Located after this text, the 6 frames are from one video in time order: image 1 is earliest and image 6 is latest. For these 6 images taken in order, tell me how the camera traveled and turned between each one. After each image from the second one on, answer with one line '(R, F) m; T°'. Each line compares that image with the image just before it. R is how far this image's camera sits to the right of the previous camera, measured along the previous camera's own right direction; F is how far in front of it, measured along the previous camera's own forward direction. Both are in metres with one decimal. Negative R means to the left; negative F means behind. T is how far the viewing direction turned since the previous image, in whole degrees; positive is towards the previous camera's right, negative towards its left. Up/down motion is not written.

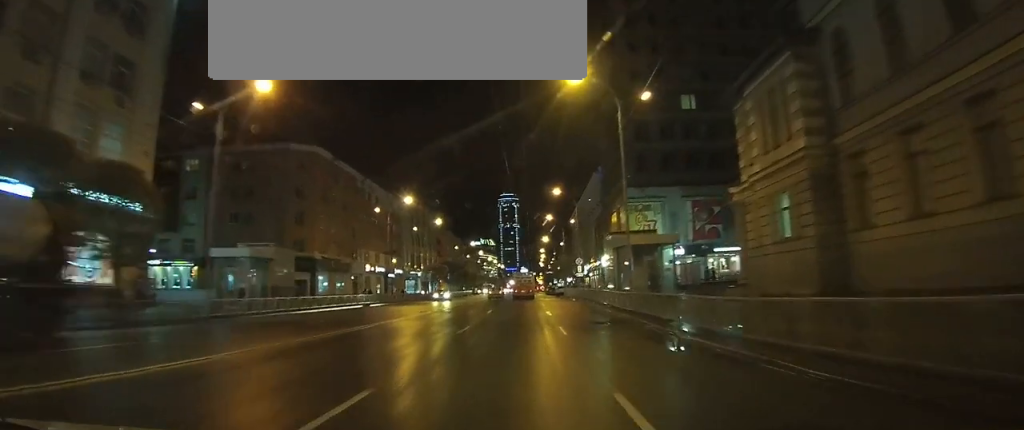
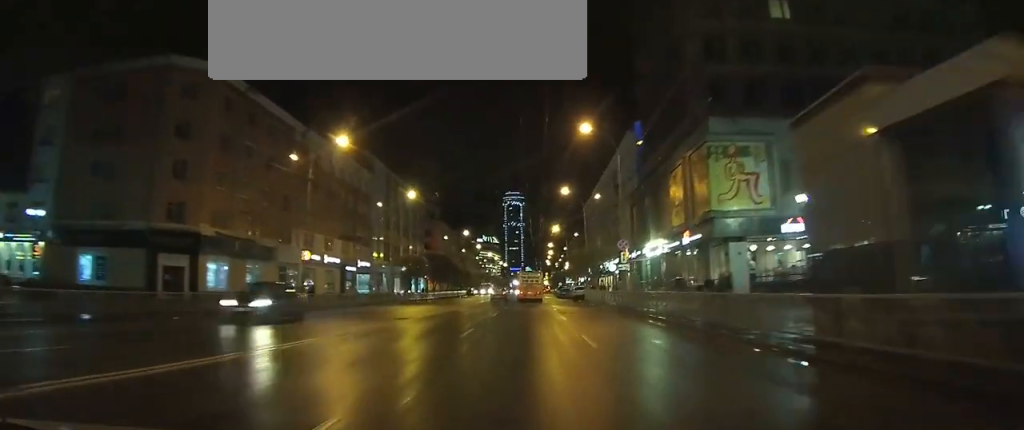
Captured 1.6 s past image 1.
(+0.5, +26.4) m; +2°
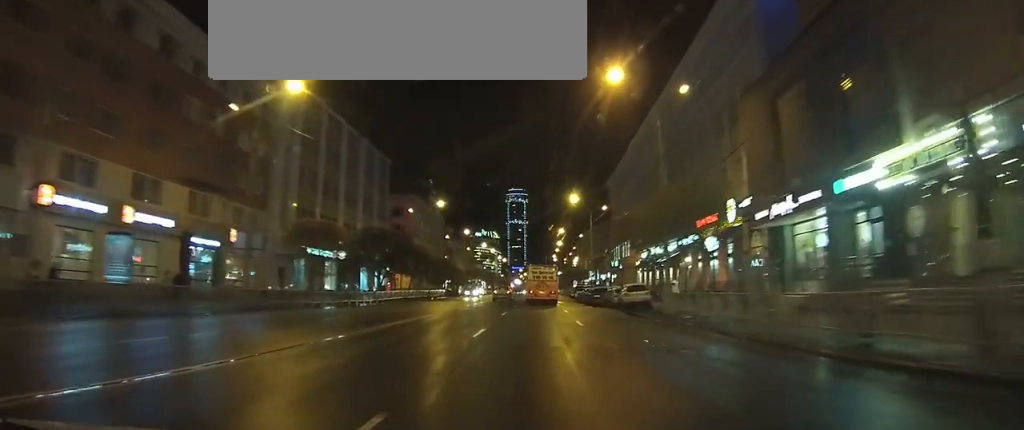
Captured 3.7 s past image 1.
(-0.7, +36.1) m; -2°
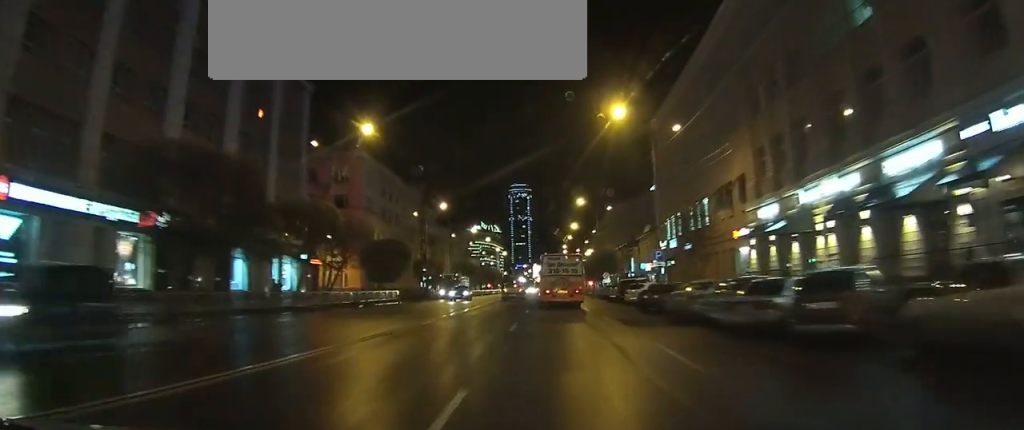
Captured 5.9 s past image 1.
(+0.1, +35.5) m; +1°
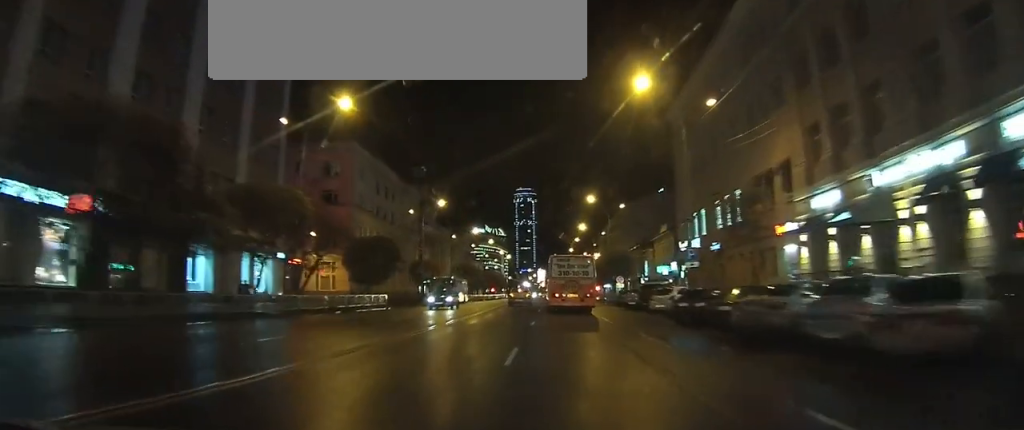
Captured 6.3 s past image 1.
(0.0, +6.4) m; 0°
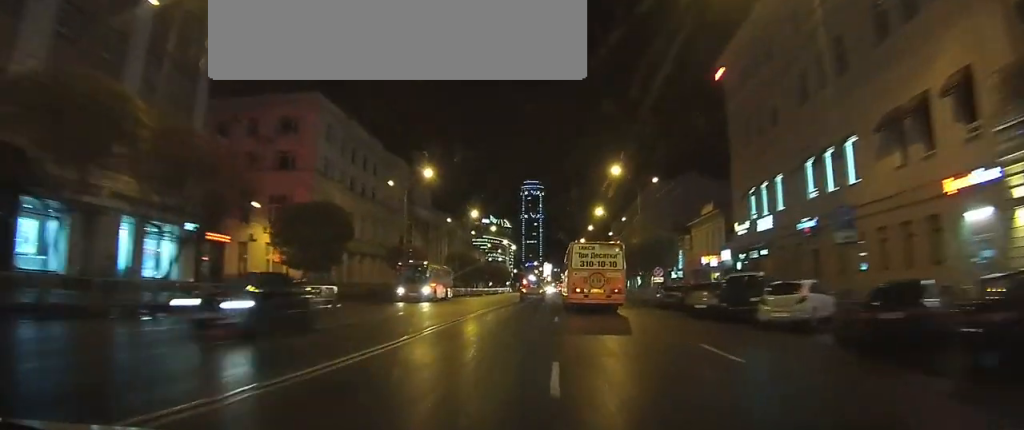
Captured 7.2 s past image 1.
(0.0, +14.8) m; 0°
